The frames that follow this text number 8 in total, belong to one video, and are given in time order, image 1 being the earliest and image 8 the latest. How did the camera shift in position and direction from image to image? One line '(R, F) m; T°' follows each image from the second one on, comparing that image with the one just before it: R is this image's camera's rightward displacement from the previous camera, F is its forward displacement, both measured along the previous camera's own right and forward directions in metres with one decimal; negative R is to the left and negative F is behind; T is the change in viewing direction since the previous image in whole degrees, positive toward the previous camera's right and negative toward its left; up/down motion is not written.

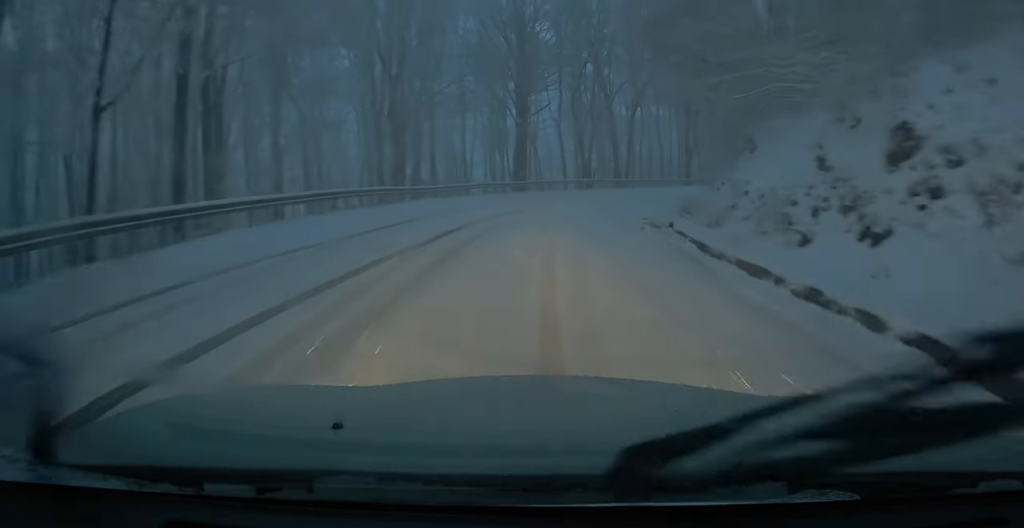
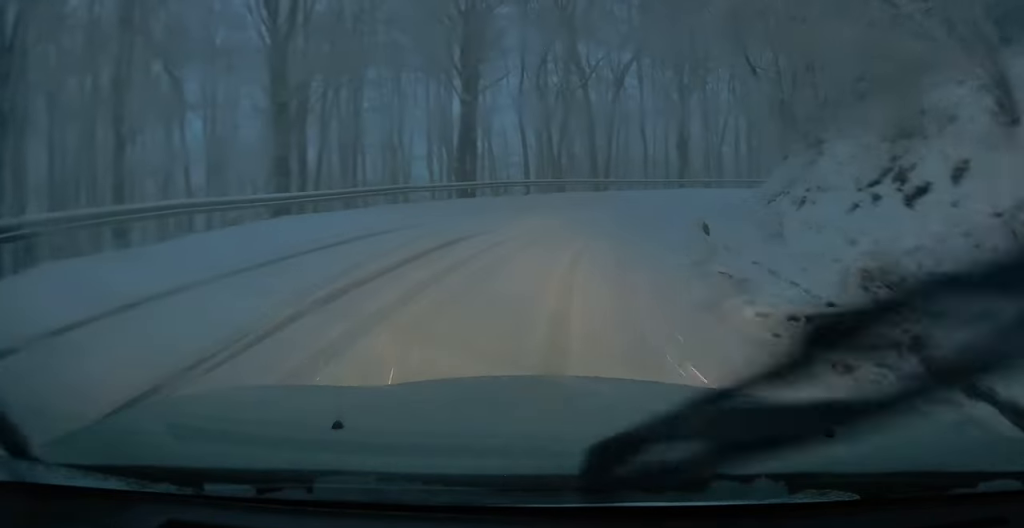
(+0.1, +12.3) m; +2°
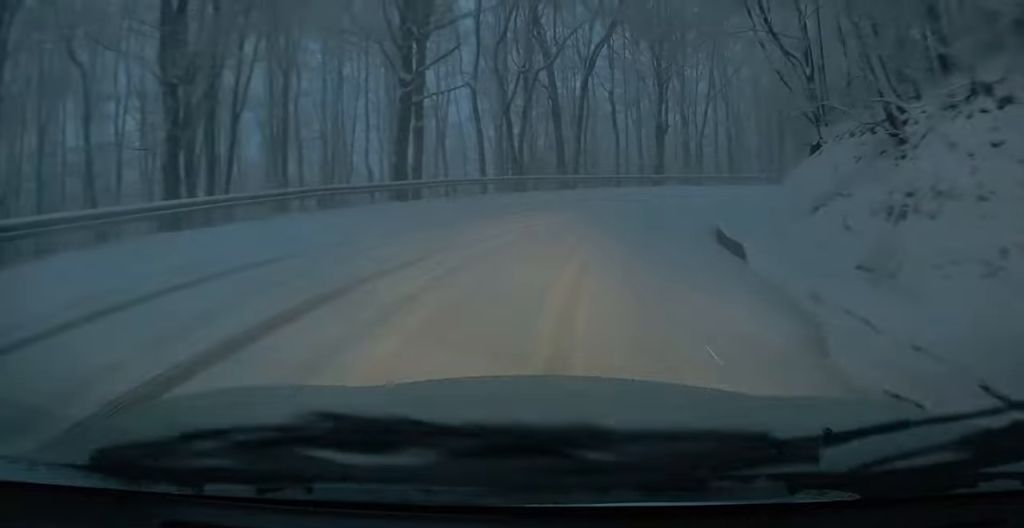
(+0.1, +6.1) m; +2°
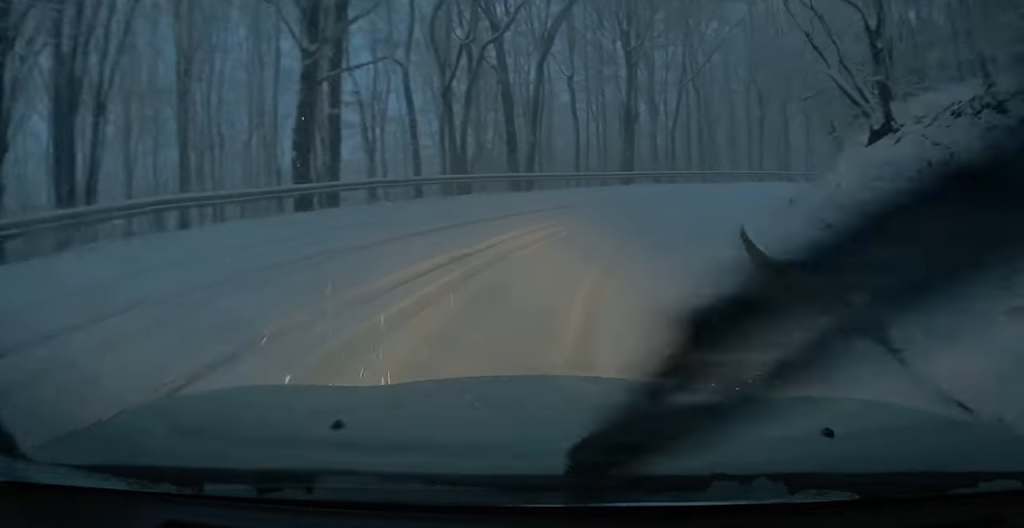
(+0.1, +6.9) m; +3°
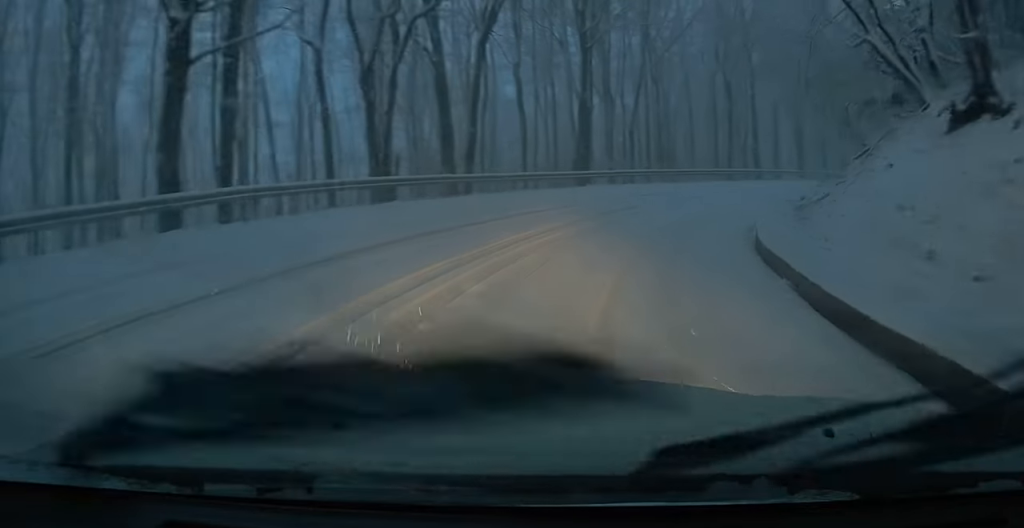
(+0.1, +4.4) m; +5°
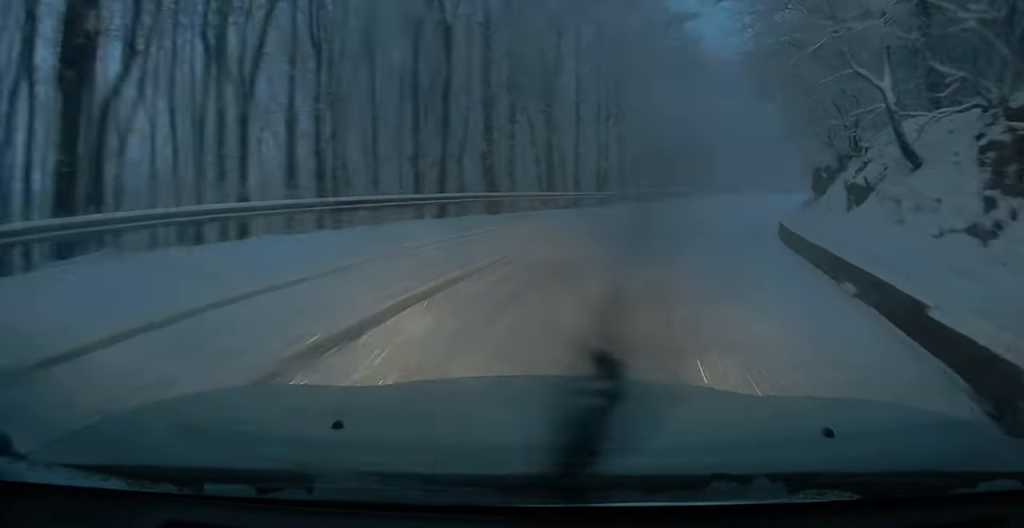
(+4.5, +18.1) m; +27°
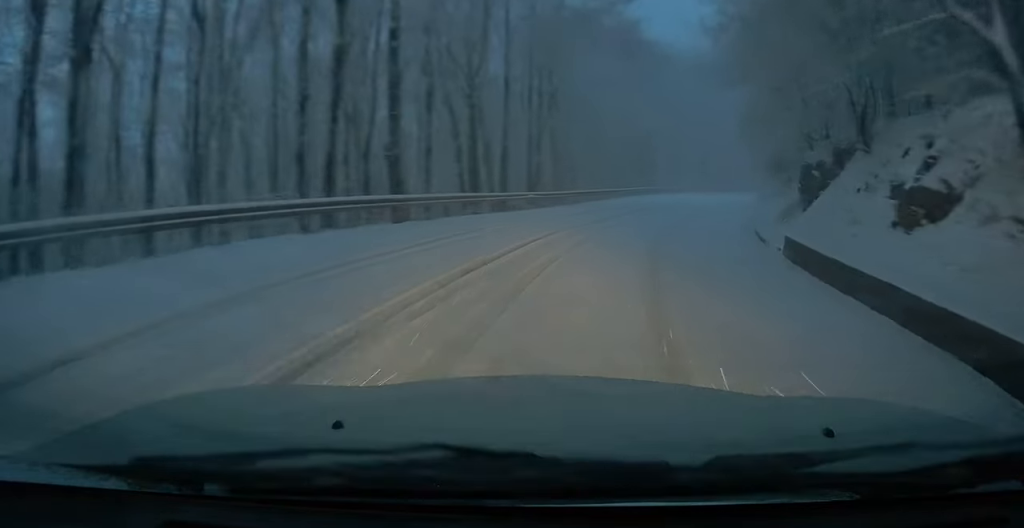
(+0.2, +3.8) m; +5°
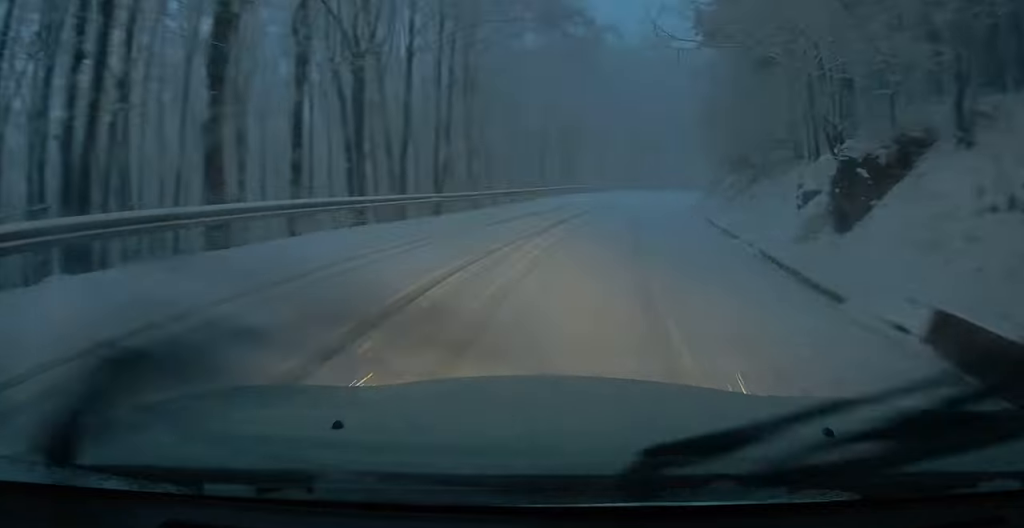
(+0.4, +5.3) m; +8°
